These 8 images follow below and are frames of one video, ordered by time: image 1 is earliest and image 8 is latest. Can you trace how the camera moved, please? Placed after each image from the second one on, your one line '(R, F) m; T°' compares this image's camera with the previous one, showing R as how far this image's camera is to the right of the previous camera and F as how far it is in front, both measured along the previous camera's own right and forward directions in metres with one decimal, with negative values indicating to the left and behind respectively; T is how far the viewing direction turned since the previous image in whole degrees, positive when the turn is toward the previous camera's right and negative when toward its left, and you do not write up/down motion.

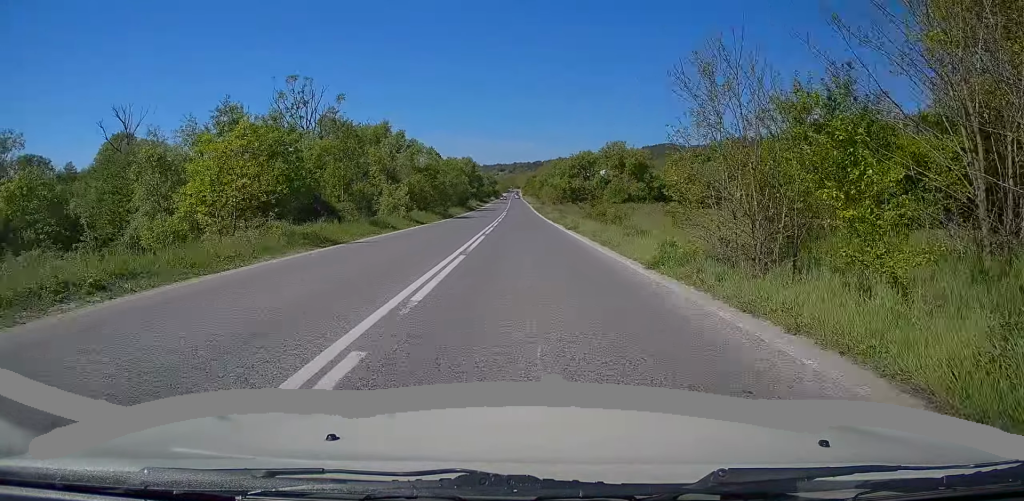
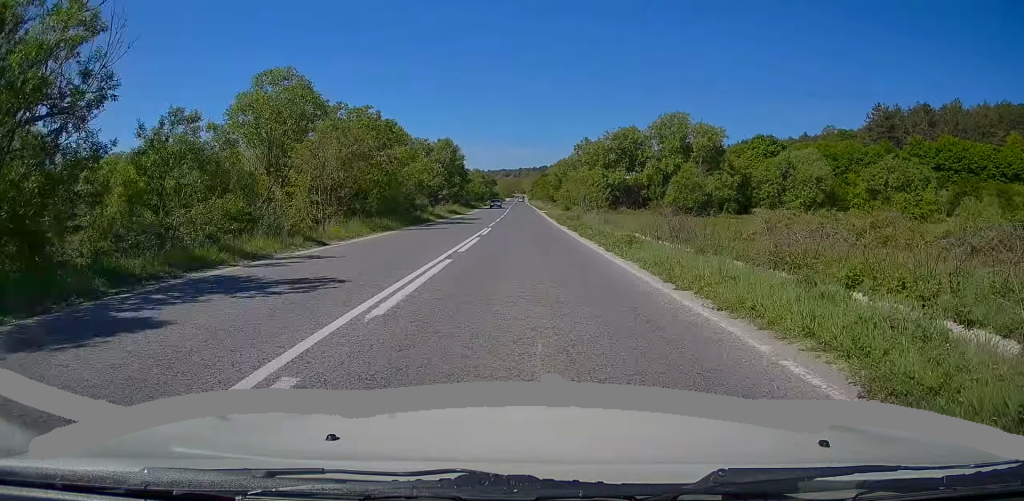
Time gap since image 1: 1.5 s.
(-0.1, +46.1) m; 0°
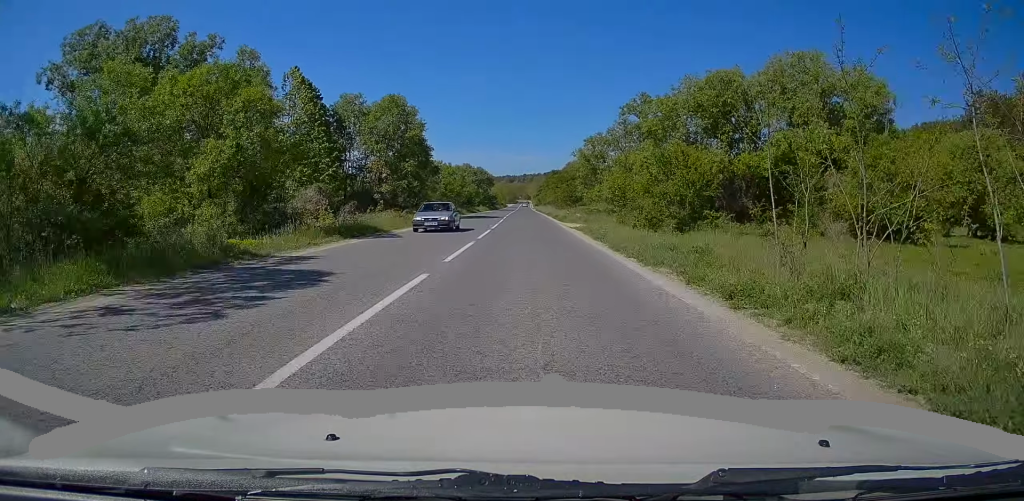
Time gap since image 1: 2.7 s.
(+0.1, +37.6) m; +1°
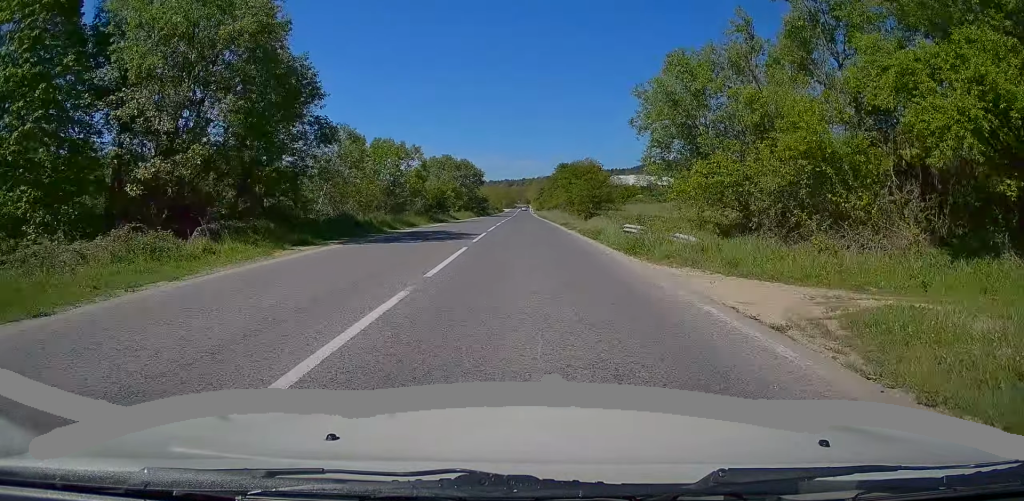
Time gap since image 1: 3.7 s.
(+0.1, +28.9) m; 0°
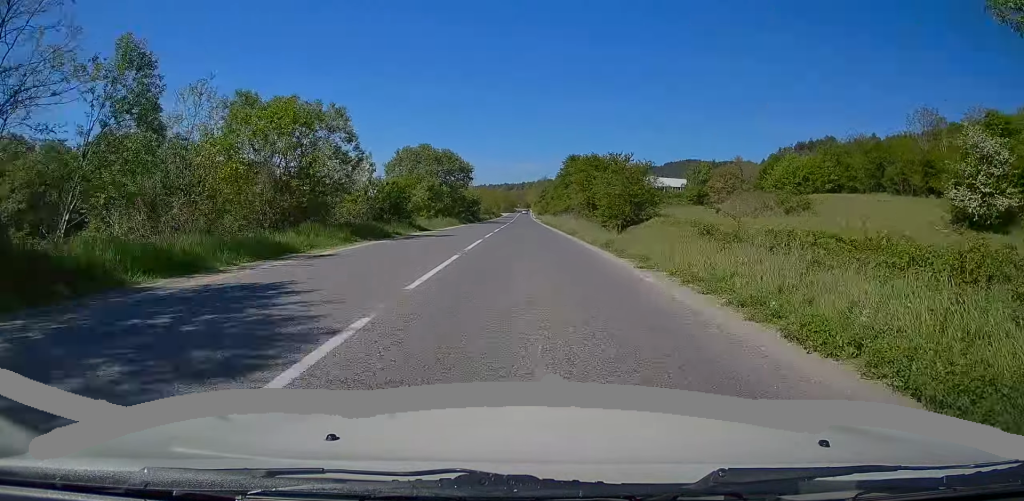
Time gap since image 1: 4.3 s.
(0.0, +19.7) m; 0°
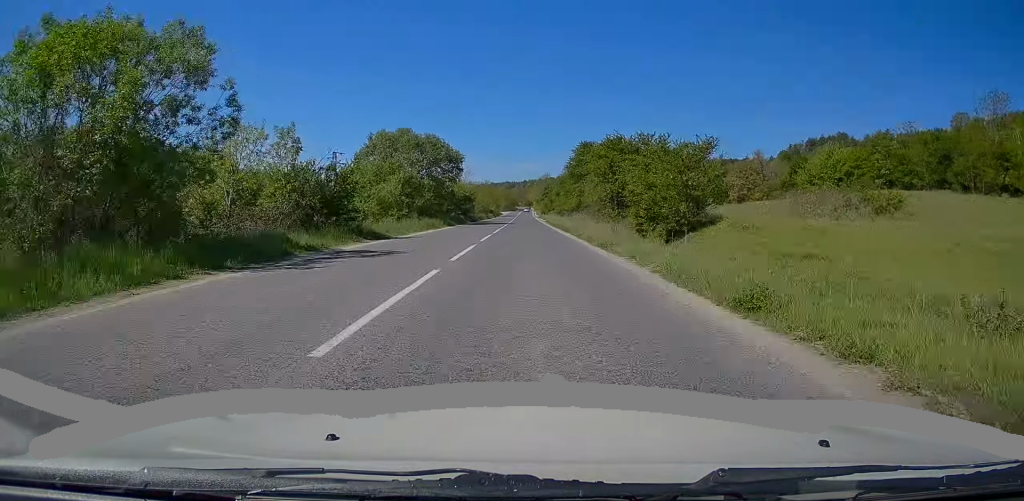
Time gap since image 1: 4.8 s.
(0.0, +12.7) m; 0°
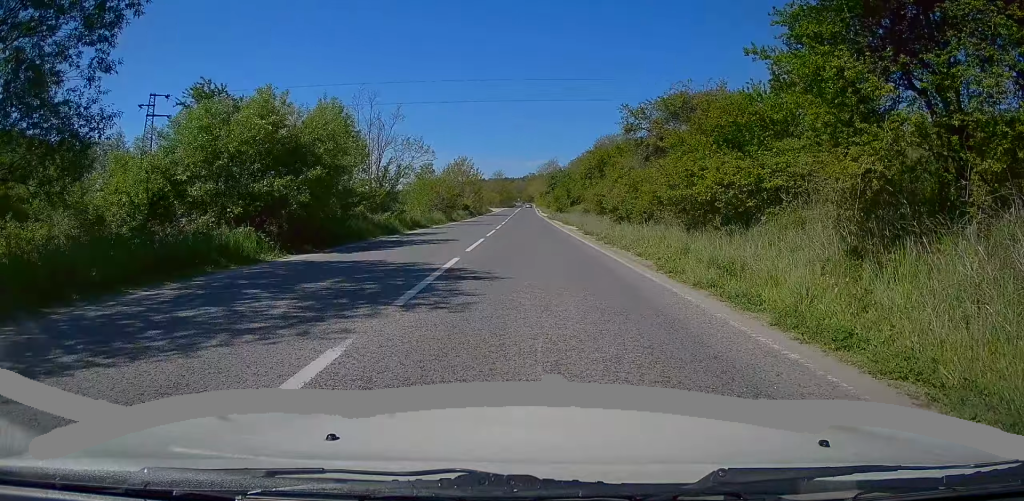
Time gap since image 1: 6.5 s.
(-0.2, +51.4) m; 0°
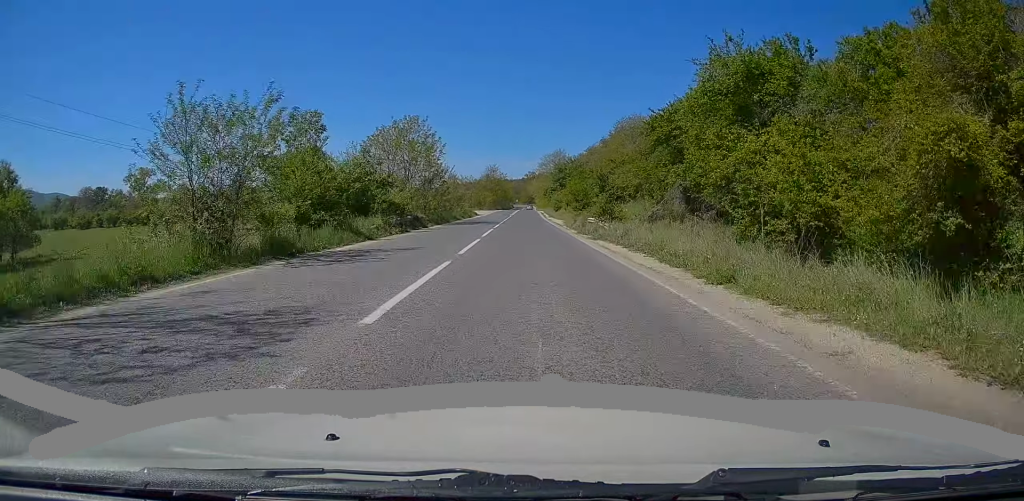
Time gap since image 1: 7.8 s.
(0.0, +36.8) m; 0°
